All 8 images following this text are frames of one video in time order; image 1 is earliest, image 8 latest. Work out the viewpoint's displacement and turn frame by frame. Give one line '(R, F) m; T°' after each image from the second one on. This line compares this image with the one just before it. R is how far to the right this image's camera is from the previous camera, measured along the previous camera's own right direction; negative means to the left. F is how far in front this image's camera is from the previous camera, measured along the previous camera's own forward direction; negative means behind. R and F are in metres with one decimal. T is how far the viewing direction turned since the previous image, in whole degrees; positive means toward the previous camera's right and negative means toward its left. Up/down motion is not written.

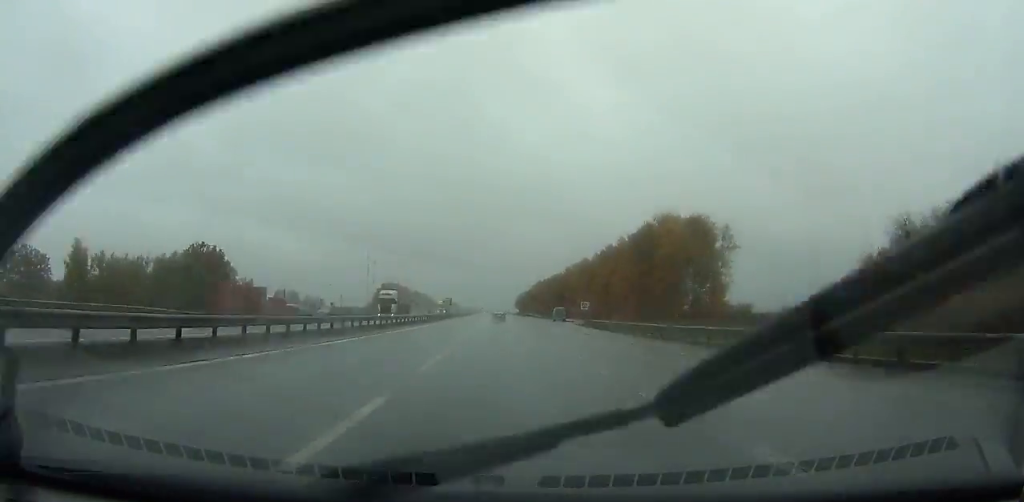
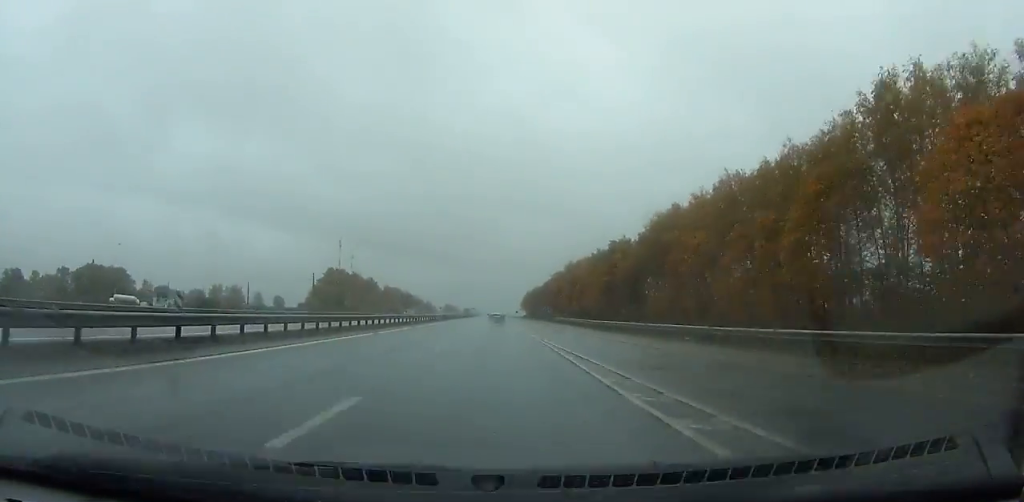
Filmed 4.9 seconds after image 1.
(+0.3, +140.0) m; 0°
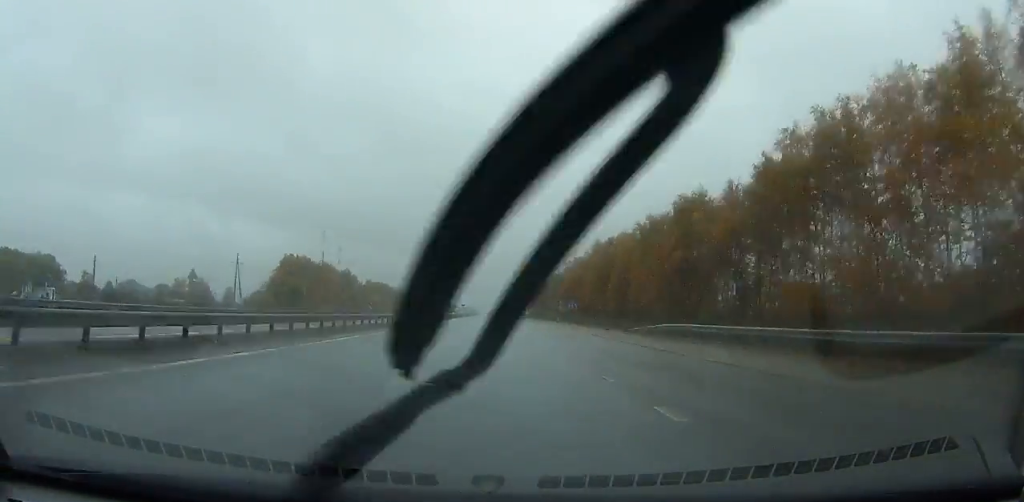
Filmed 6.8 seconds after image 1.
(-0.3, +55.1) m; 0°
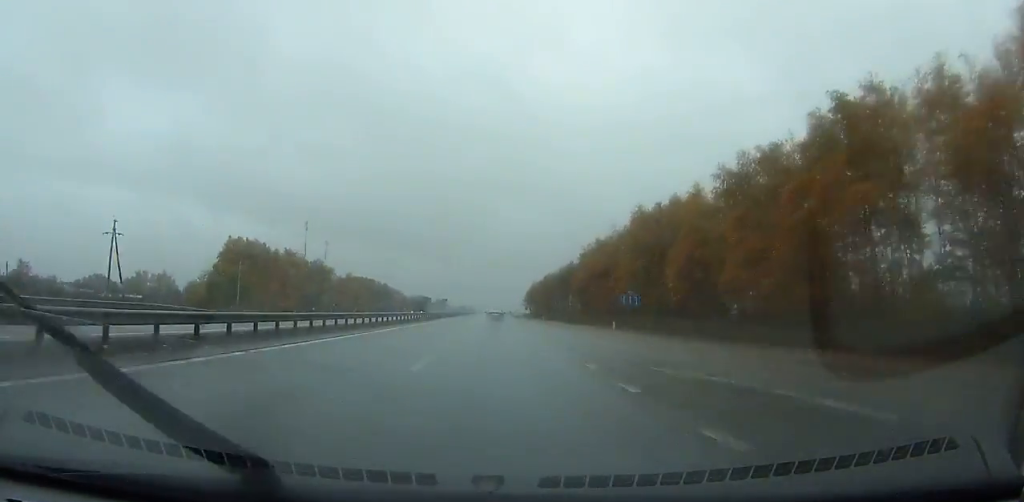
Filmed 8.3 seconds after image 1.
(0.0, +43.5) m; 0°
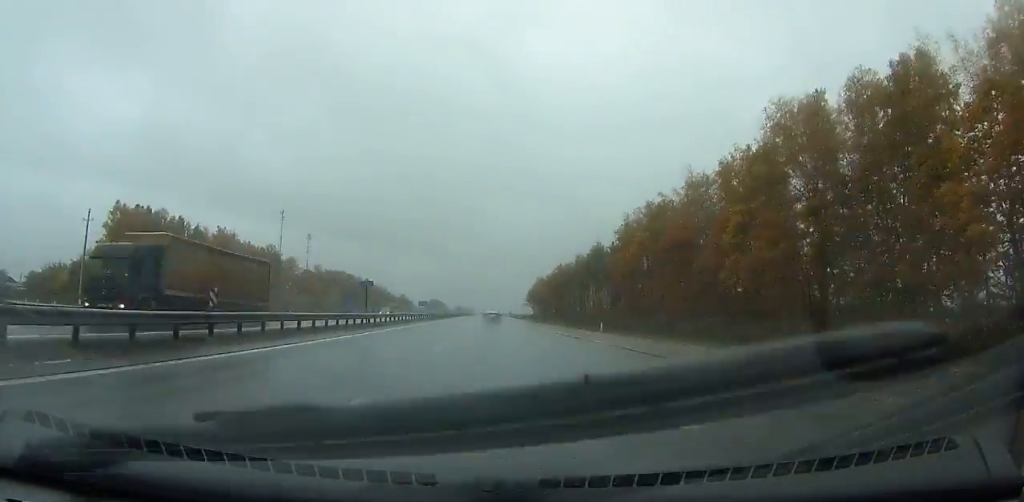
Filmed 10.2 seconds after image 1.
(0.0, +55.3) m; 0°
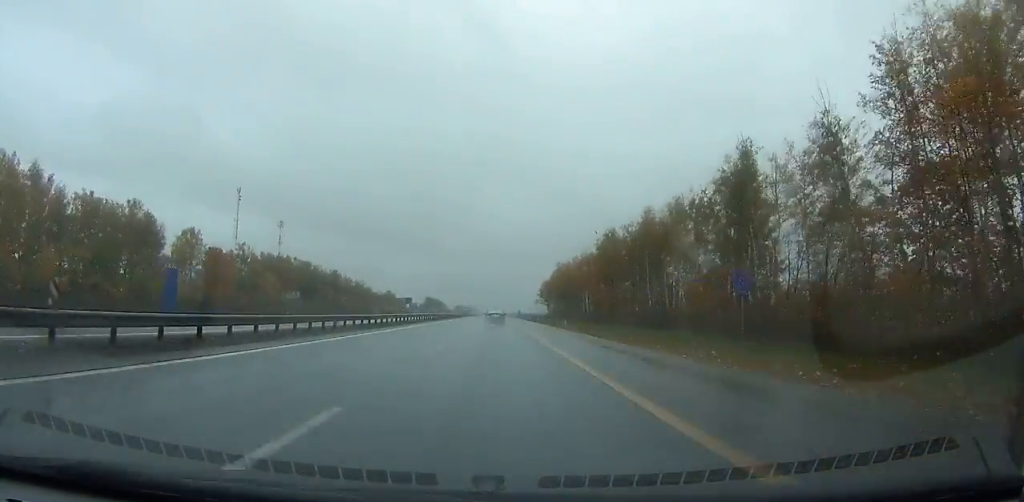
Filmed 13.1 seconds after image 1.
(+0.2, +84.8) m; 0°
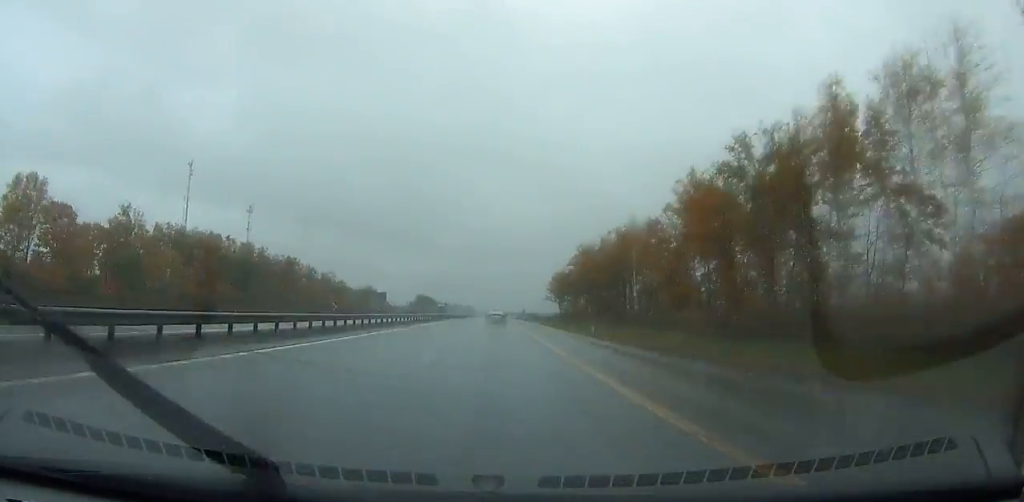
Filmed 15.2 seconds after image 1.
(-0.1, +61.7) m; 0°
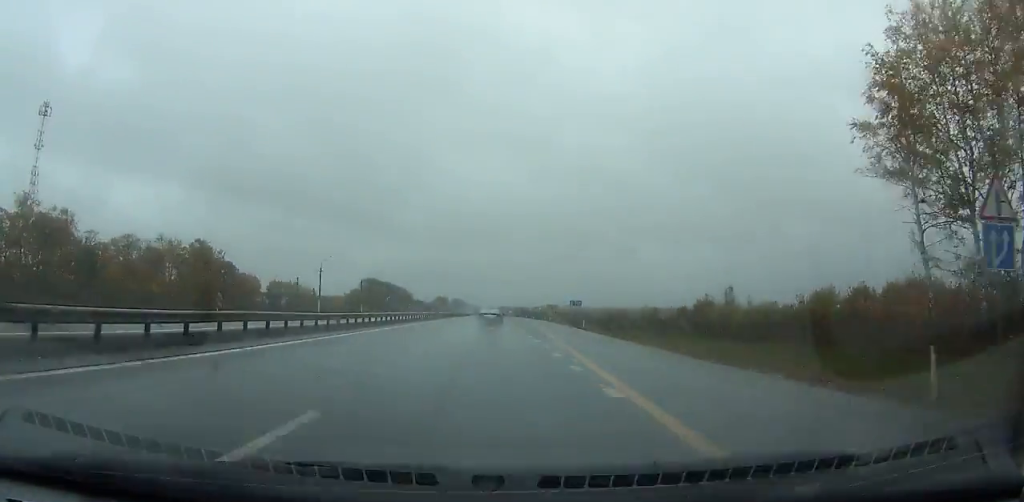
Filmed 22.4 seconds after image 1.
(+0.1, +212.3) m; 0°
